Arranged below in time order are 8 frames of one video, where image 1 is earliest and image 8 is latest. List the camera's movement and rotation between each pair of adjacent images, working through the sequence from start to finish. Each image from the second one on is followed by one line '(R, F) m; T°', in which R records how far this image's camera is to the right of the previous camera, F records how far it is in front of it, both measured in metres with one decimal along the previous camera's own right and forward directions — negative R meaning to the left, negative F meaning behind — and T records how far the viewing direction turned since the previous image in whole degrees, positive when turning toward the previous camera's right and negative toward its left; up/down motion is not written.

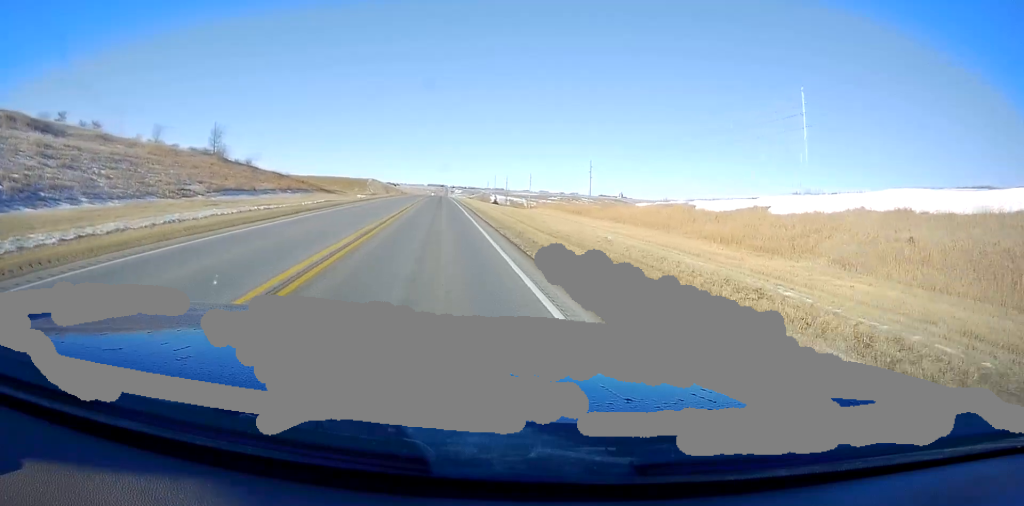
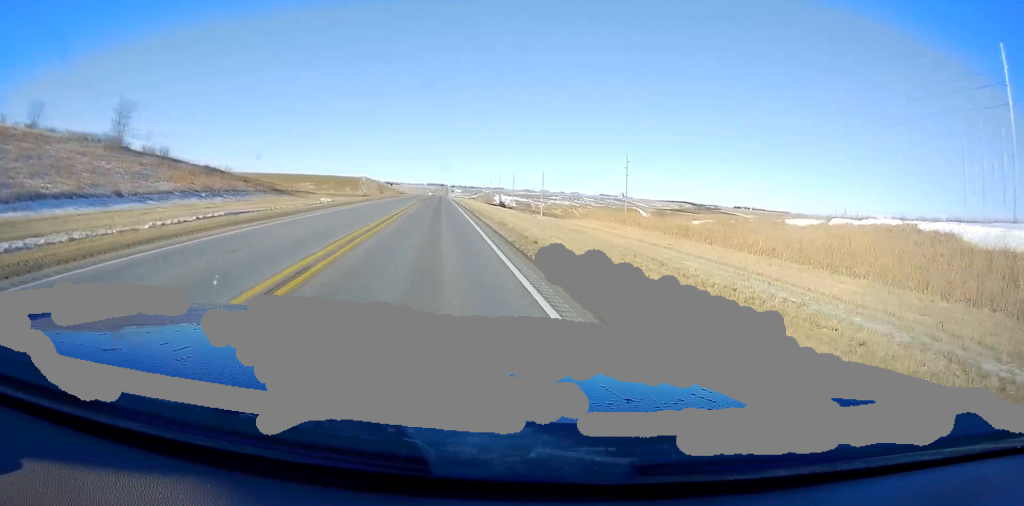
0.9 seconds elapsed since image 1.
(+0.4, +28.2) m; +1°
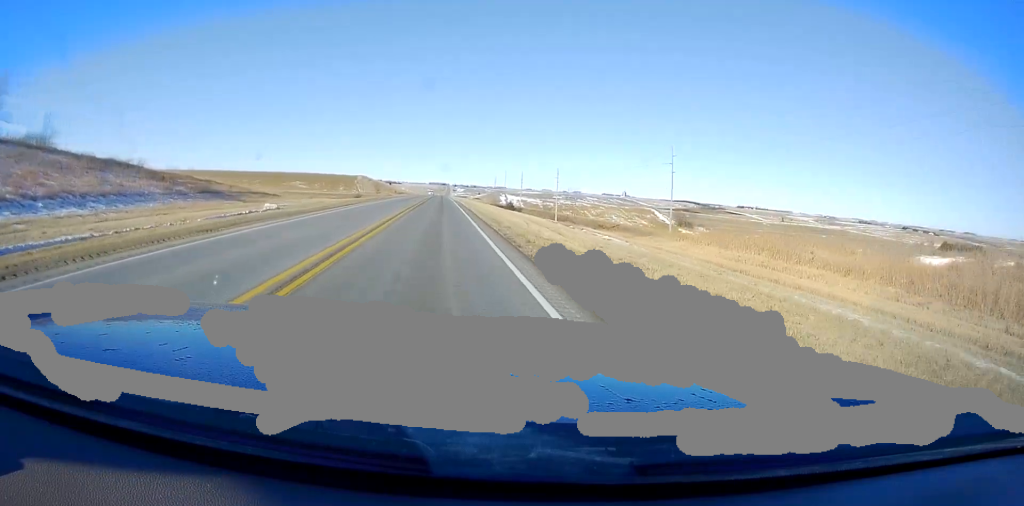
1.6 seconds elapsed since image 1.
(0.0, +22.3) m; 0°
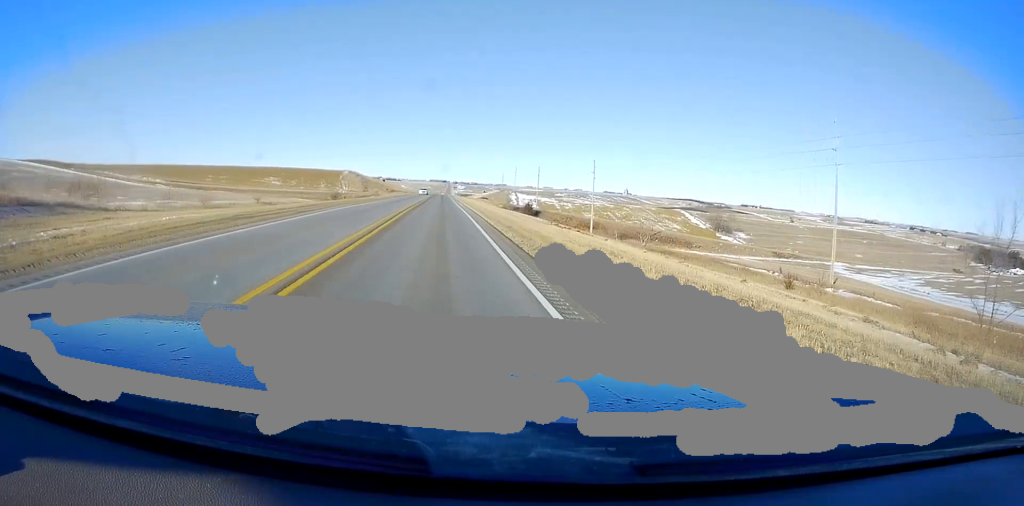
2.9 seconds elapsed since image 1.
(0.0, +41.8) m; 0°
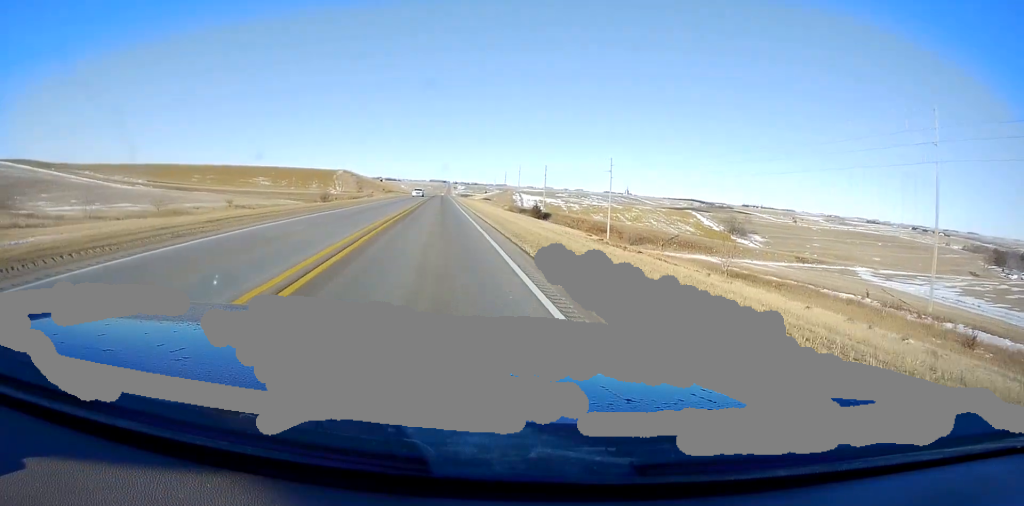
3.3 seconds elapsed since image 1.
(0.0, +13.8) m; 0°
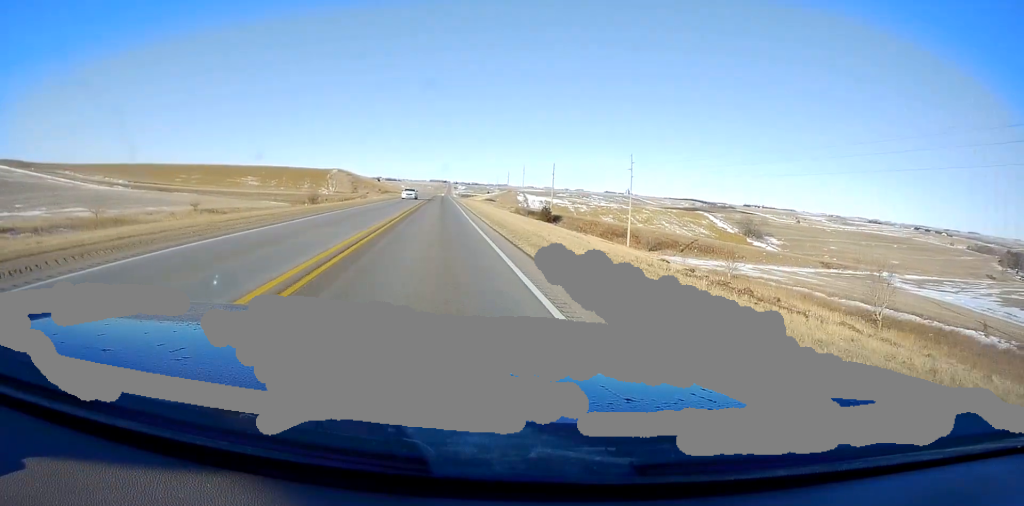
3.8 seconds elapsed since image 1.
(0.0, +13.2) m; 0°
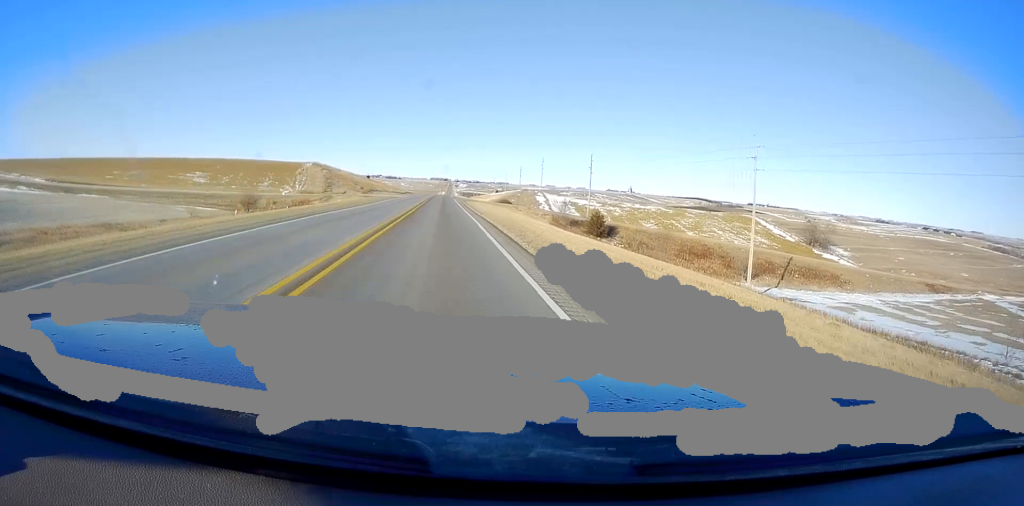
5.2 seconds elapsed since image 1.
(0.0, +44.5) m; 0°
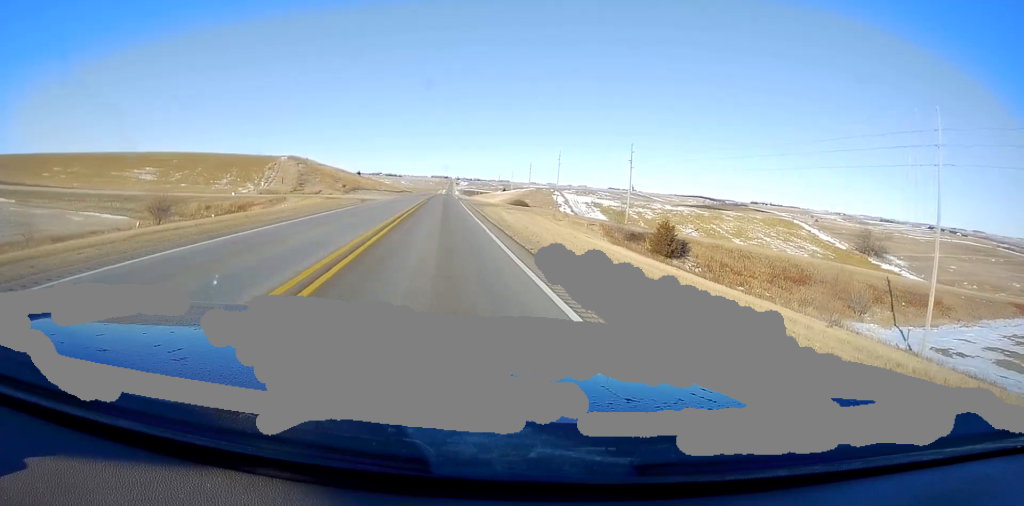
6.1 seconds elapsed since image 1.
(0.0, +28.7) m; 0°
